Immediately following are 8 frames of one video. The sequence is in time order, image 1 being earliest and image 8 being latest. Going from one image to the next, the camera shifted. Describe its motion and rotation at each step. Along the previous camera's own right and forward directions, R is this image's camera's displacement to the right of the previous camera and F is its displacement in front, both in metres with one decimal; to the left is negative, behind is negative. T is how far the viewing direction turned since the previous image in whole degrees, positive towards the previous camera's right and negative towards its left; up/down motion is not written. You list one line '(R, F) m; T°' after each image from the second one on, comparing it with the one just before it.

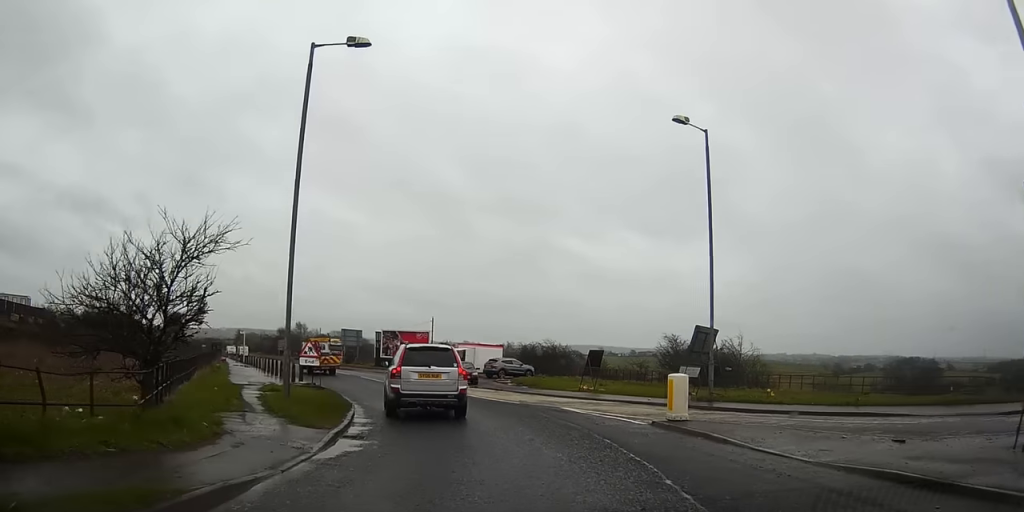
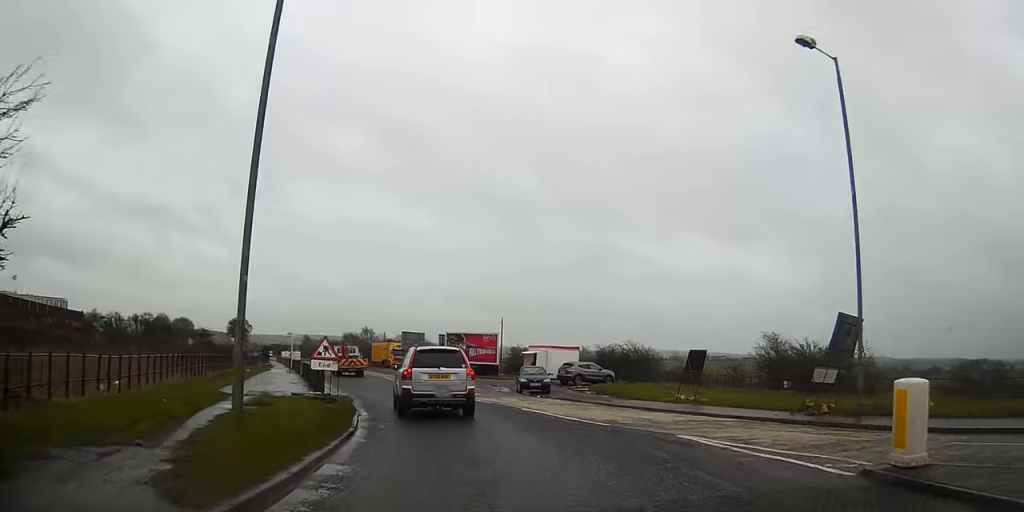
(-0.2, +7.3) m; -4°
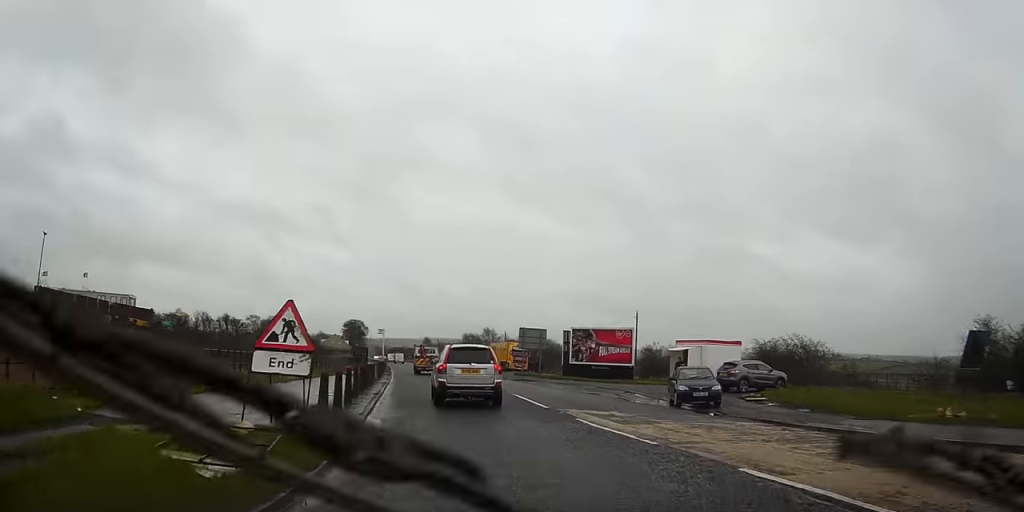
(-0.8, +13.0) m; -8°
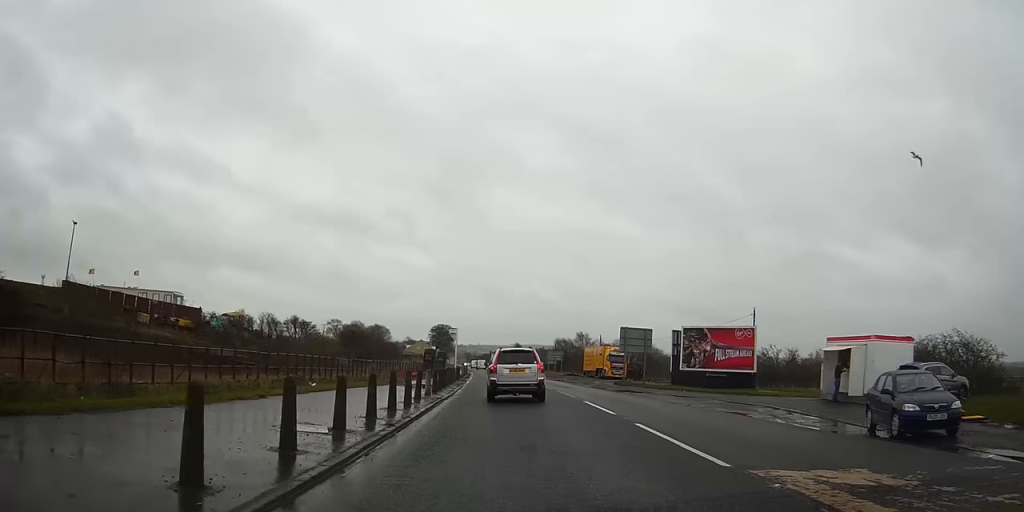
(-0.8, +11.3) m; -6°
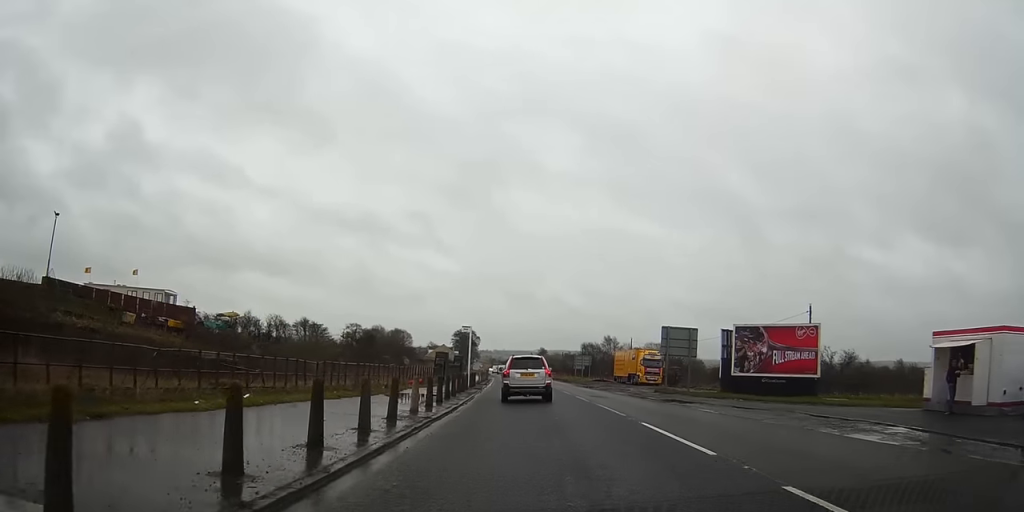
(-0.2, +8.3) m; -3°
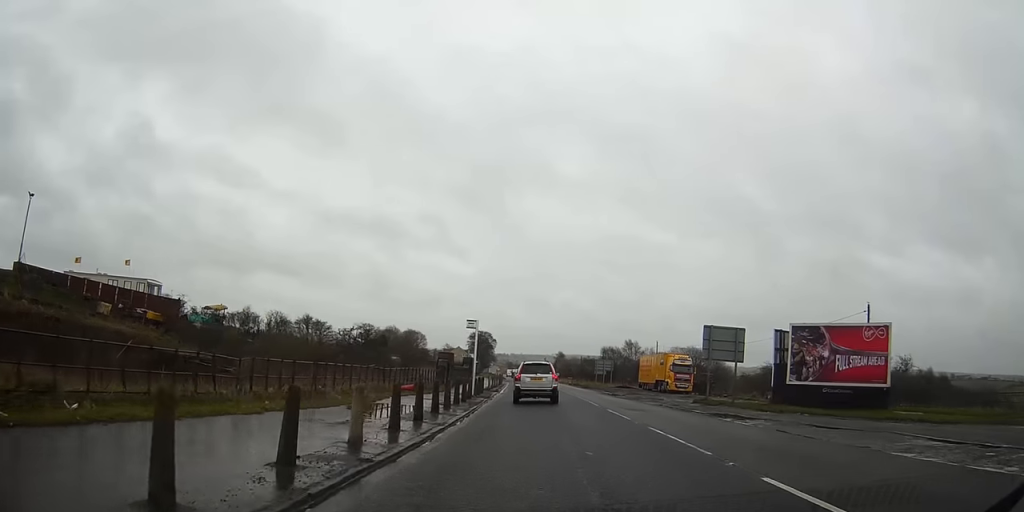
(-0.1, +7.8) m; -2°
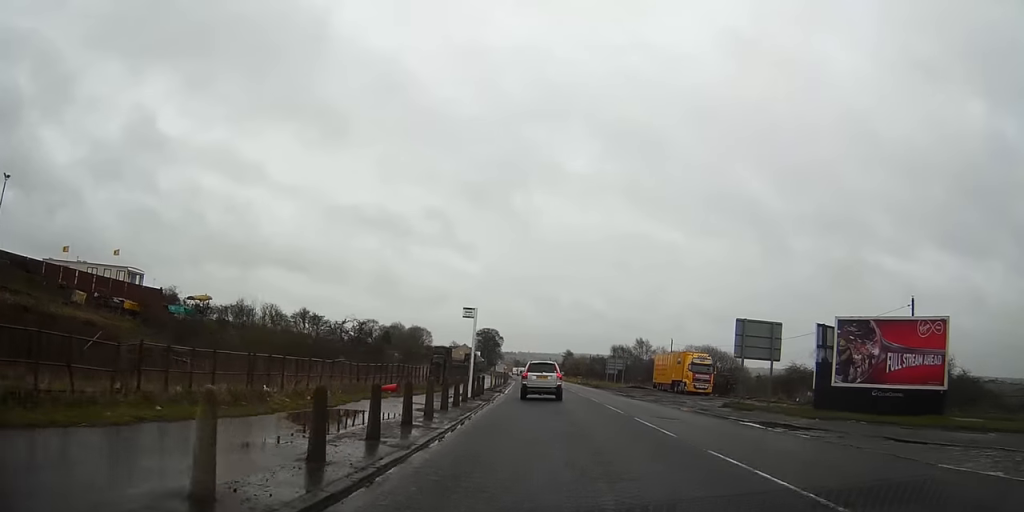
(-0.2, +5.4) m; -1°
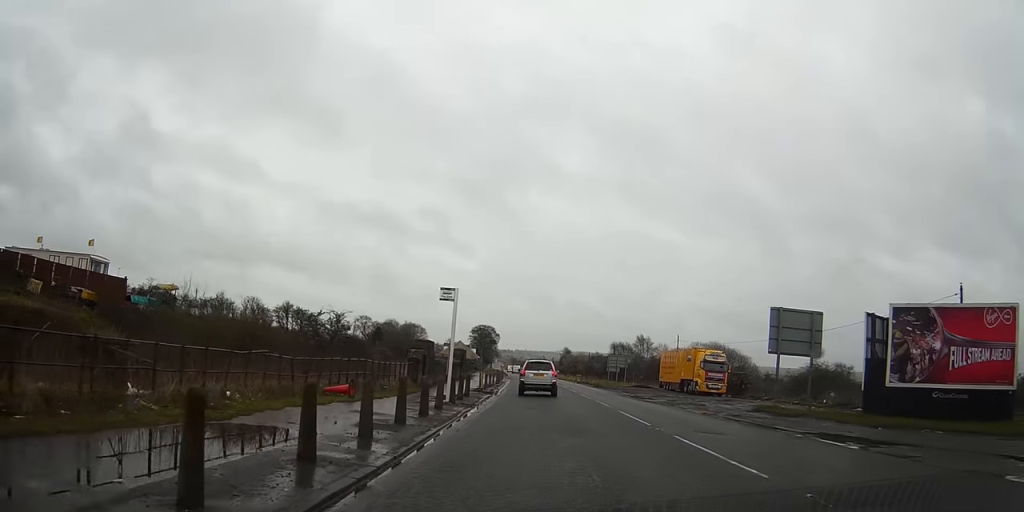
(-0.1, +6.1) m; -1°
